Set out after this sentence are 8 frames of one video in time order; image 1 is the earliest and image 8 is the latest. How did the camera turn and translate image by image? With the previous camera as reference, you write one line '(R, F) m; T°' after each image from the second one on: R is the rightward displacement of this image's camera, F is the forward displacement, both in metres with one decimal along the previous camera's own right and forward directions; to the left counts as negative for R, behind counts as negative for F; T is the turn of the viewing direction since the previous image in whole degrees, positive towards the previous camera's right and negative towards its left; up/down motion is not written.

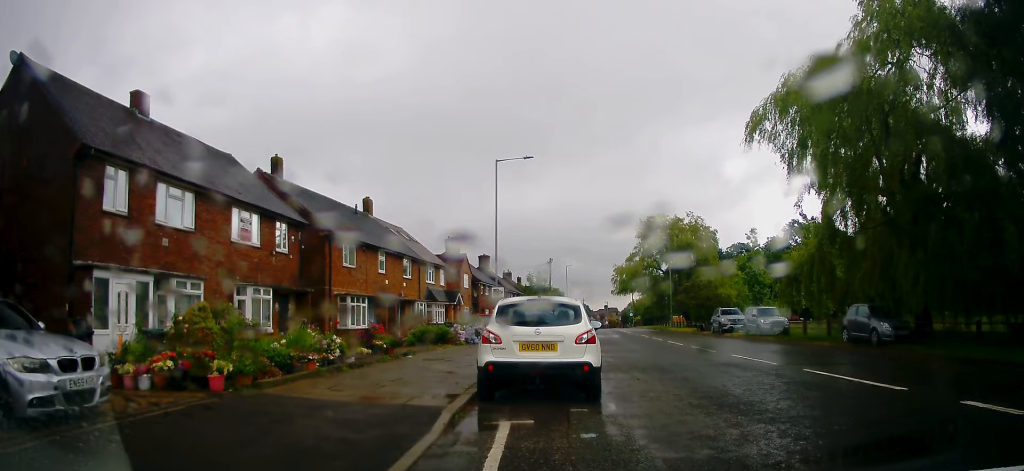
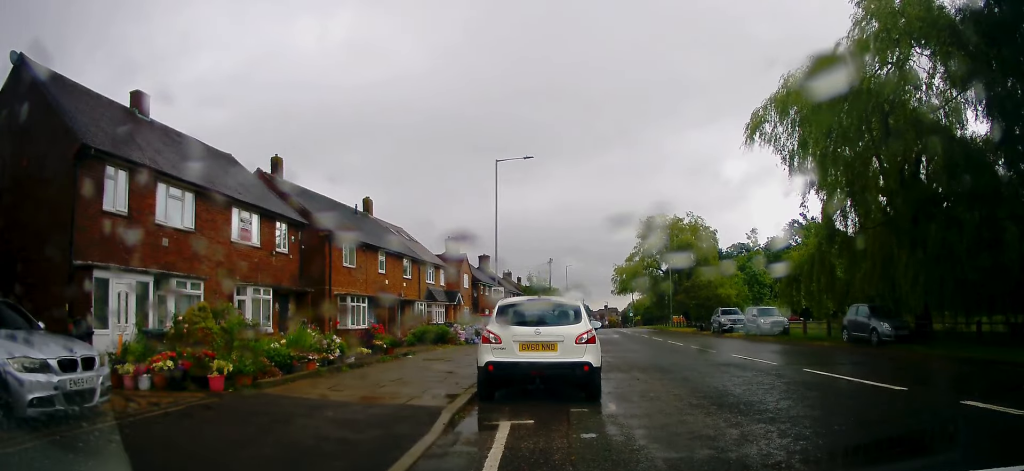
(0.0, 0.0) m; 0°
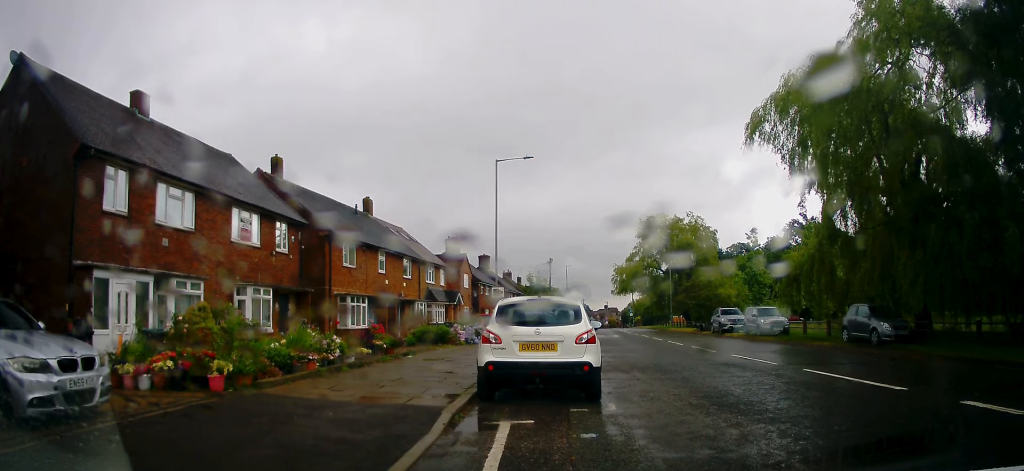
(0.0, 0.0) m; 0°
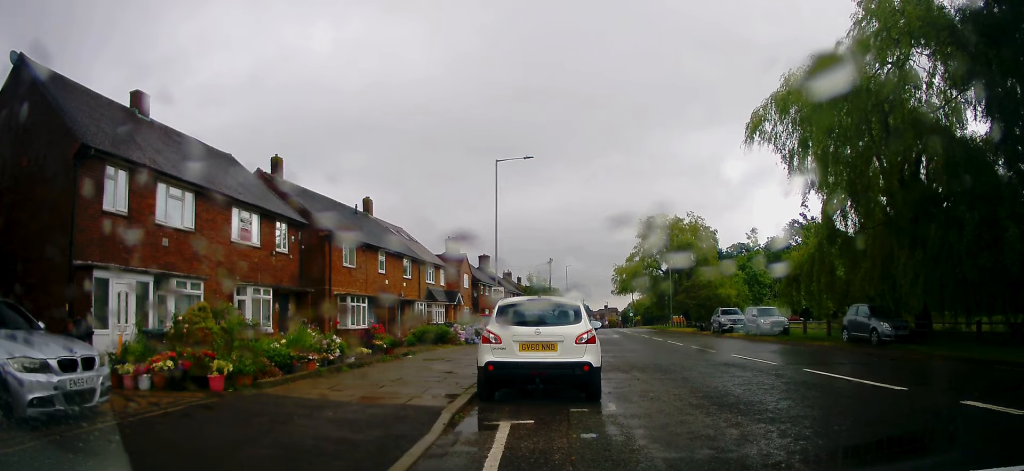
(0.0, 0.0) m; 0°
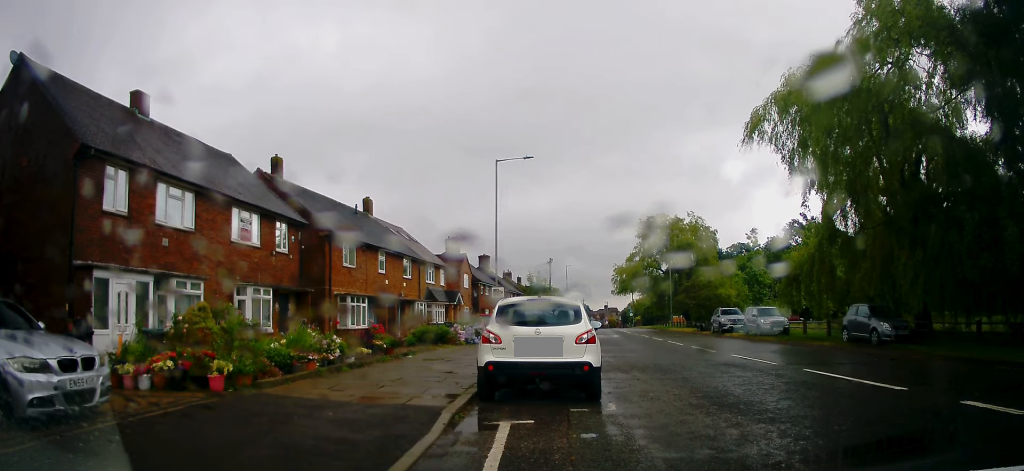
(0.0, 0.0) m; 0°
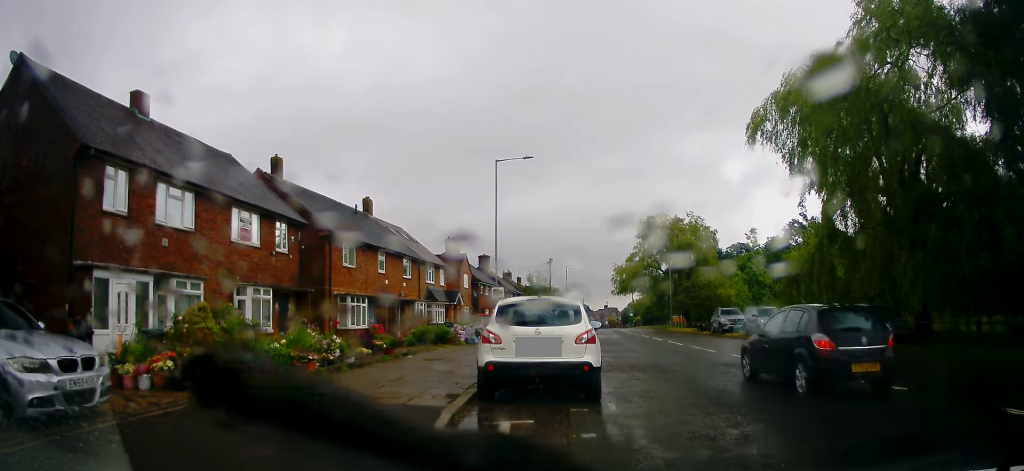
(0.0, 0.0) m; 0°
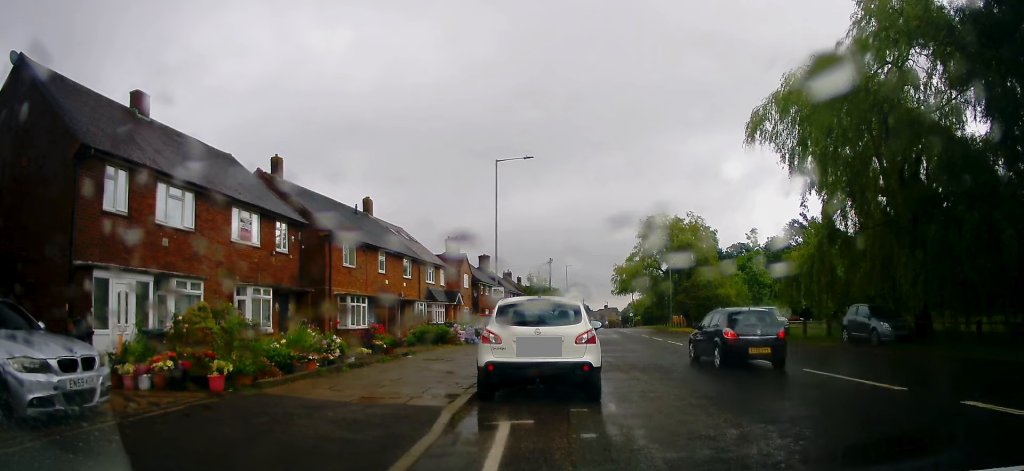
(0.0, 0.0) m; 0°
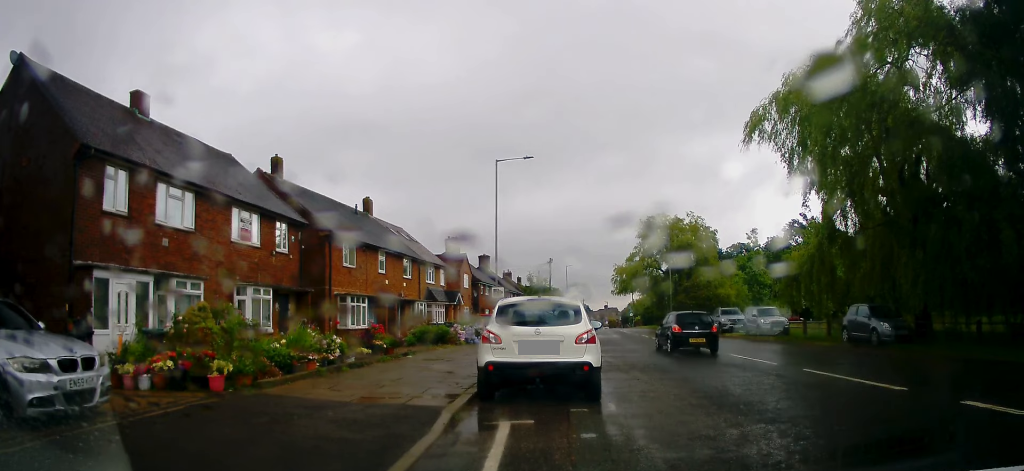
(0.0, 0.0) m; 0°
